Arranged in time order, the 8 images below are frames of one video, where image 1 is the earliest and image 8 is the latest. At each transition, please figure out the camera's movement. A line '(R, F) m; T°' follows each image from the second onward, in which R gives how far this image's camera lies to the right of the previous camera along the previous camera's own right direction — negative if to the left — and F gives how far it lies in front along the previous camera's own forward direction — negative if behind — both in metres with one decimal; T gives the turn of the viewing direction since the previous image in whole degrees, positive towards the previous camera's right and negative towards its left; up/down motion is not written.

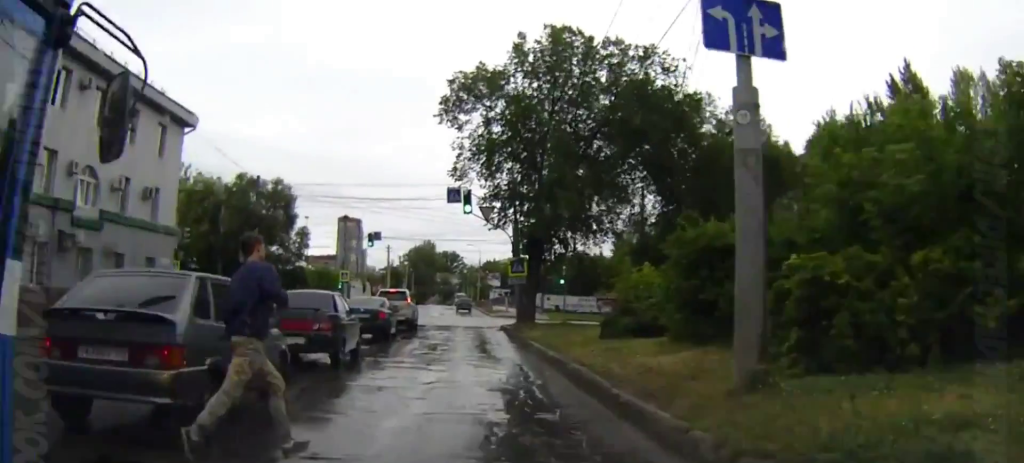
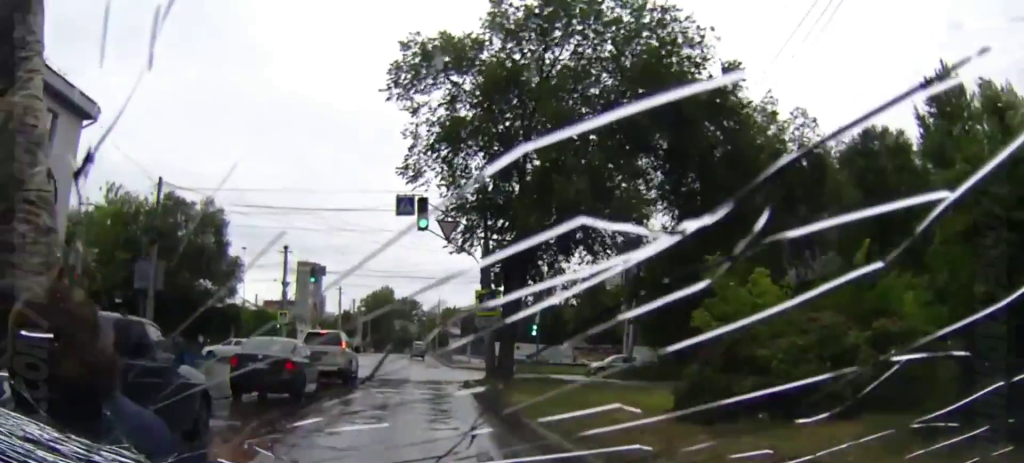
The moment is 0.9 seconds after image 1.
(0.0, +8.9) m; -1°
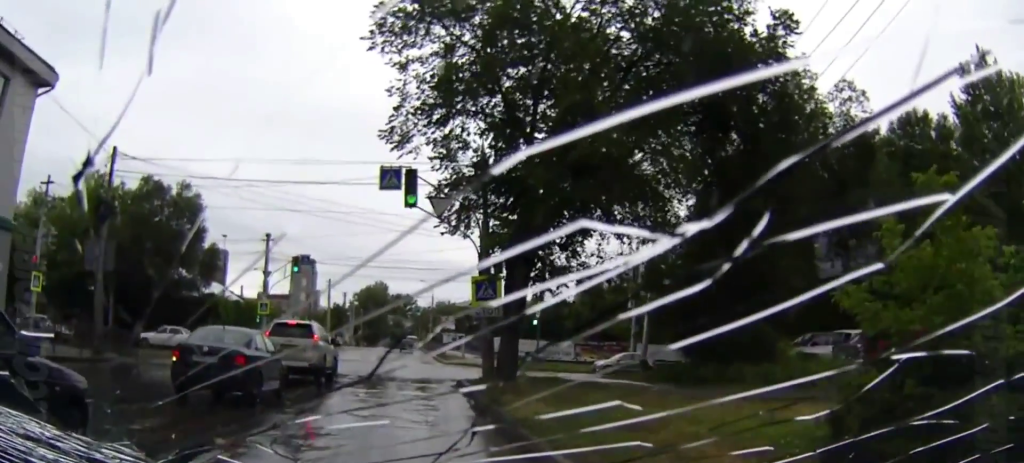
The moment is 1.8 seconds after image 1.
(0.0, +6.4) m; -1°
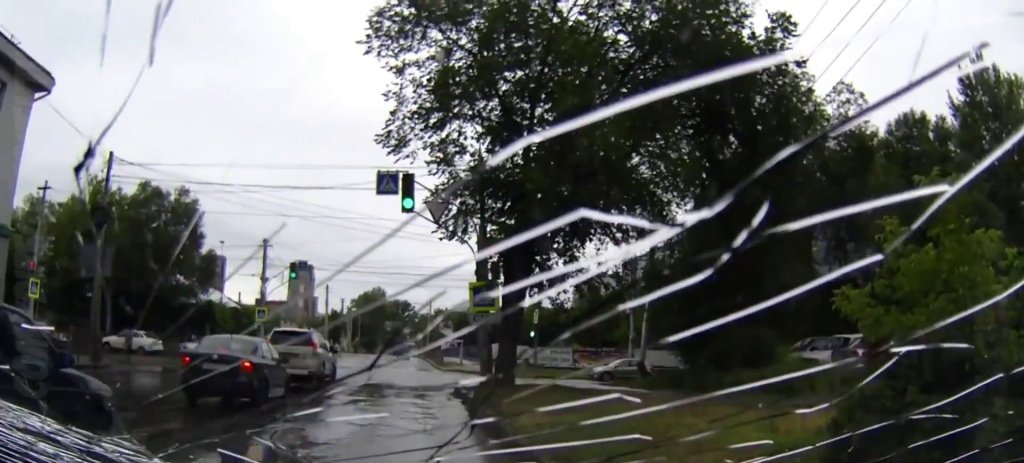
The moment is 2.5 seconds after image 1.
(-0.2, +1.2) m; 0°
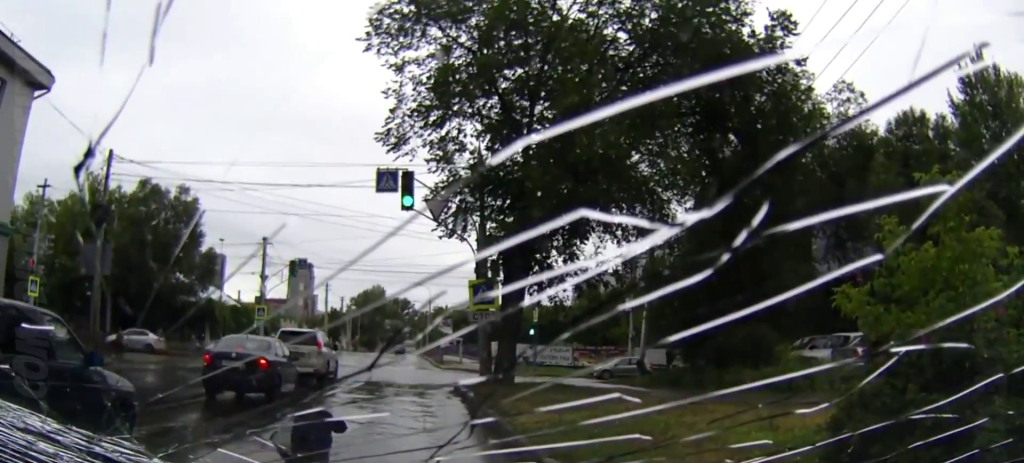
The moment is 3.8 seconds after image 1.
(0.0, +0.2) m; 0°
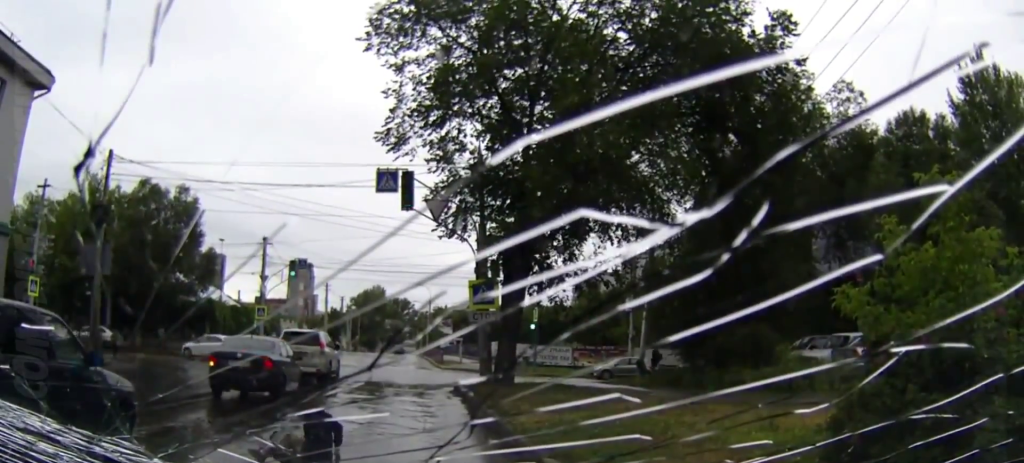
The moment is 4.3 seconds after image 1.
(0.0, 0.0) m; 0°
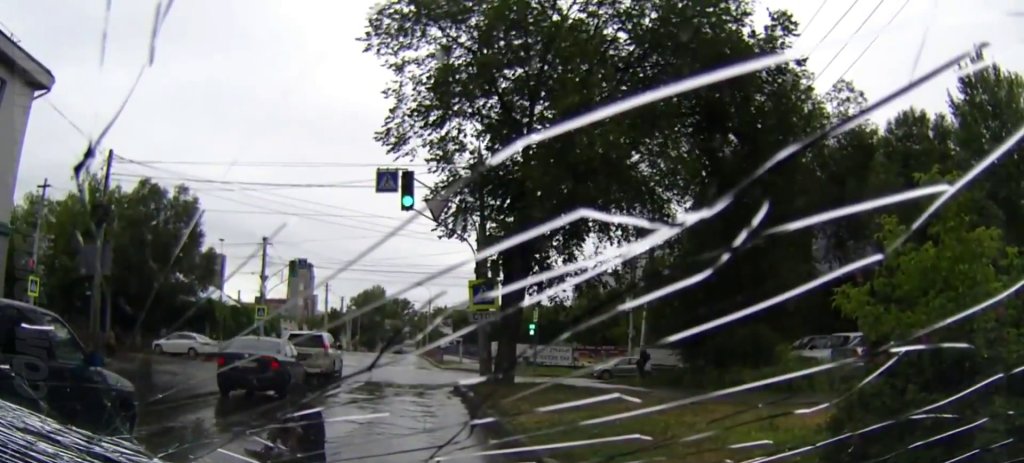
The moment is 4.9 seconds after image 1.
(0.0, 0.0) m; 0°
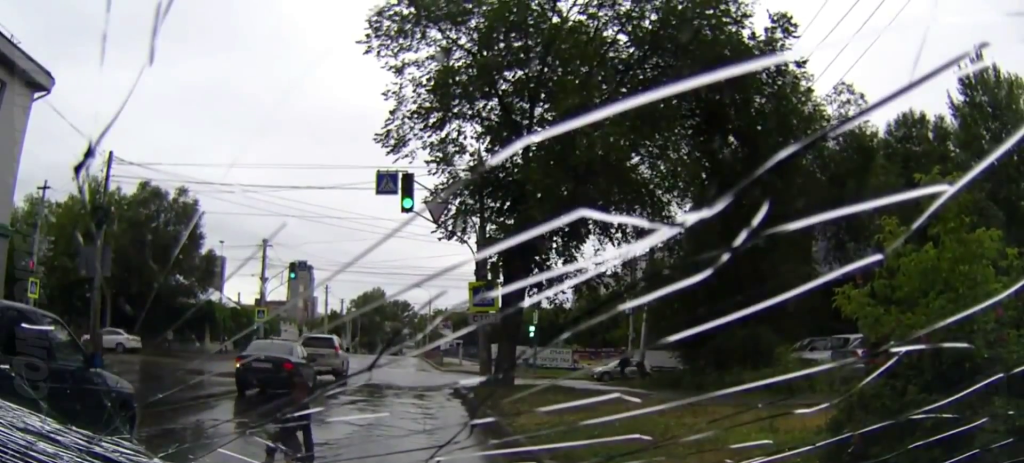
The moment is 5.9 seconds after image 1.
(0.0, 0.0) m; 0°
